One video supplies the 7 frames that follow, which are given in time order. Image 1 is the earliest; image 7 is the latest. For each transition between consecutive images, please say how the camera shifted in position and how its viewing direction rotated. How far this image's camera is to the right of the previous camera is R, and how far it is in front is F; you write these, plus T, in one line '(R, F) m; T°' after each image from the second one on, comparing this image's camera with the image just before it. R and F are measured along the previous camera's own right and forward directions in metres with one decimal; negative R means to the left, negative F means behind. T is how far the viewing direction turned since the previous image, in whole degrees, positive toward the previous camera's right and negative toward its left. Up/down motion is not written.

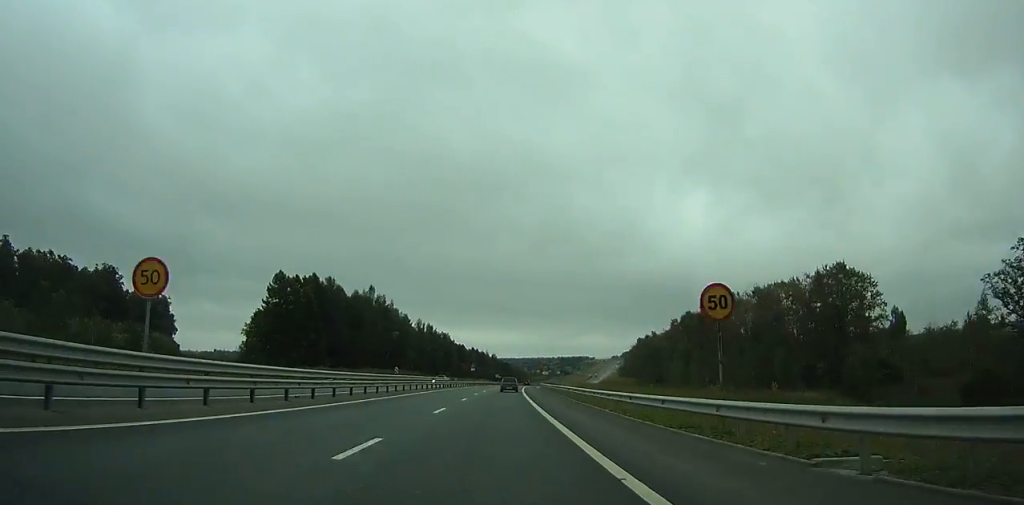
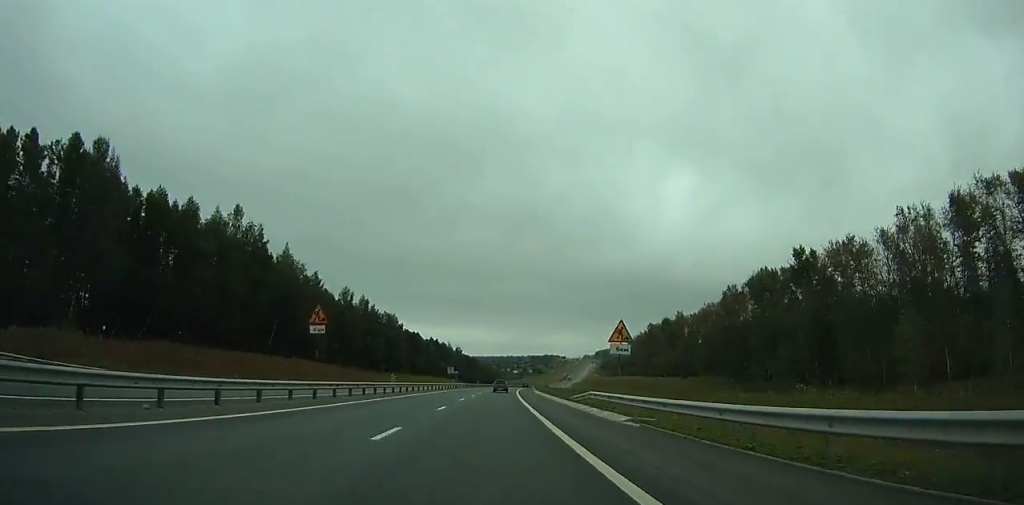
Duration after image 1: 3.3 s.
(+2.0, +82.0) m; +2°
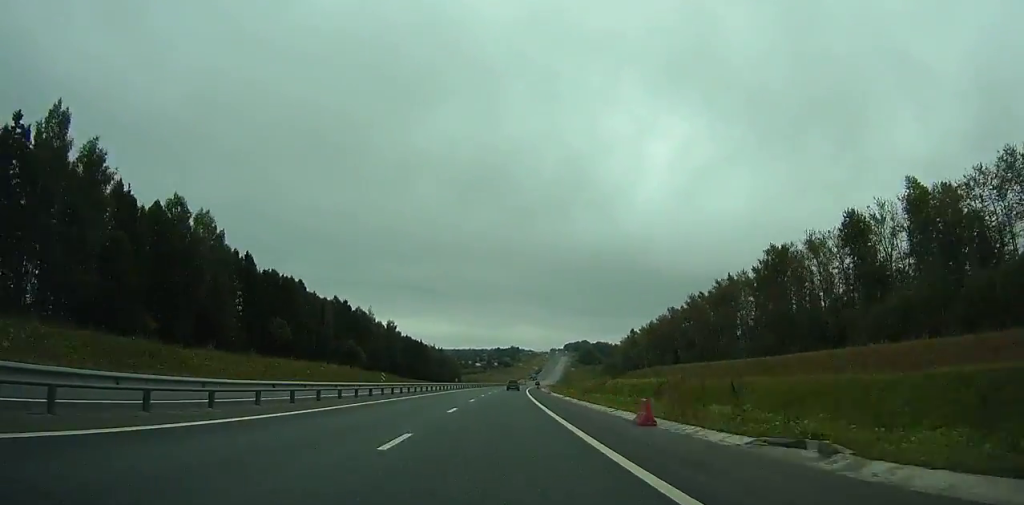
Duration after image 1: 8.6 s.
(+3.9, +133.0) m; +4°
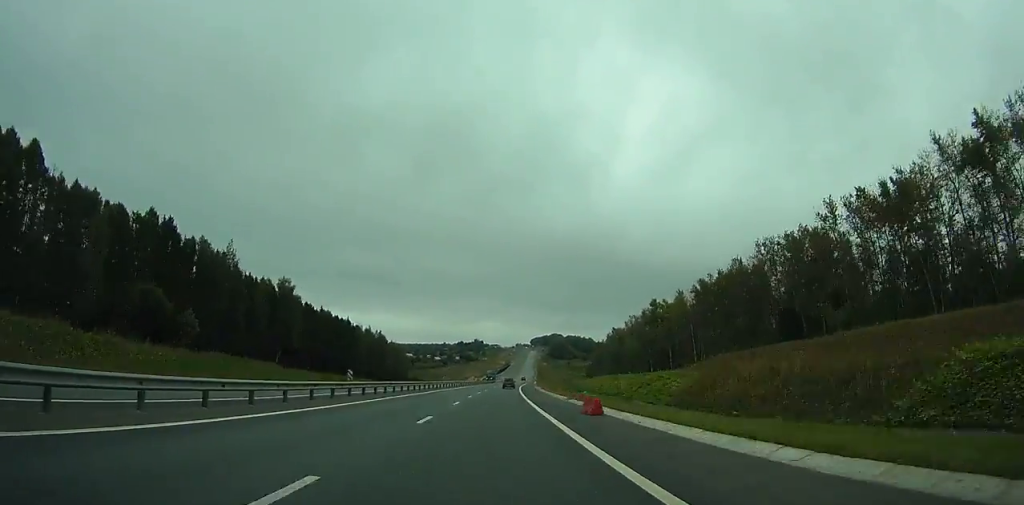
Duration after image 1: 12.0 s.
(+2.5, +87.9) m; +3°
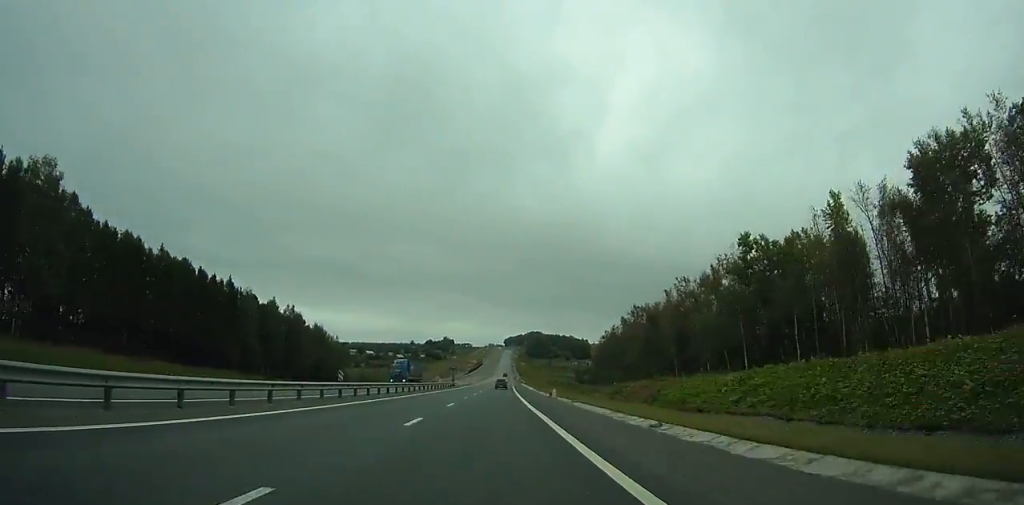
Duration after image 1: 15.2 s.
(+2.1, +84.3) m; +2°
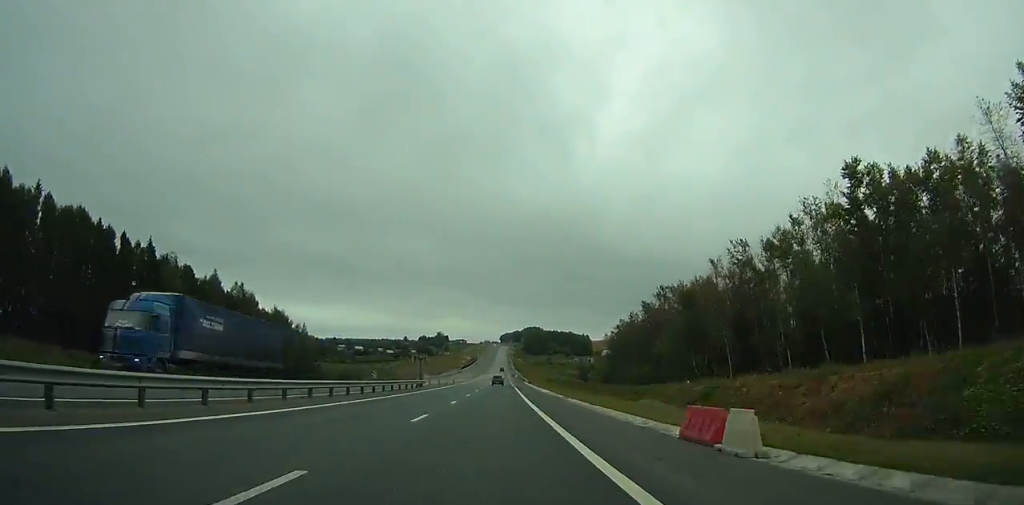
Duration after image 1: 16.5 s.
(+0.2, +34.5) m; +1°
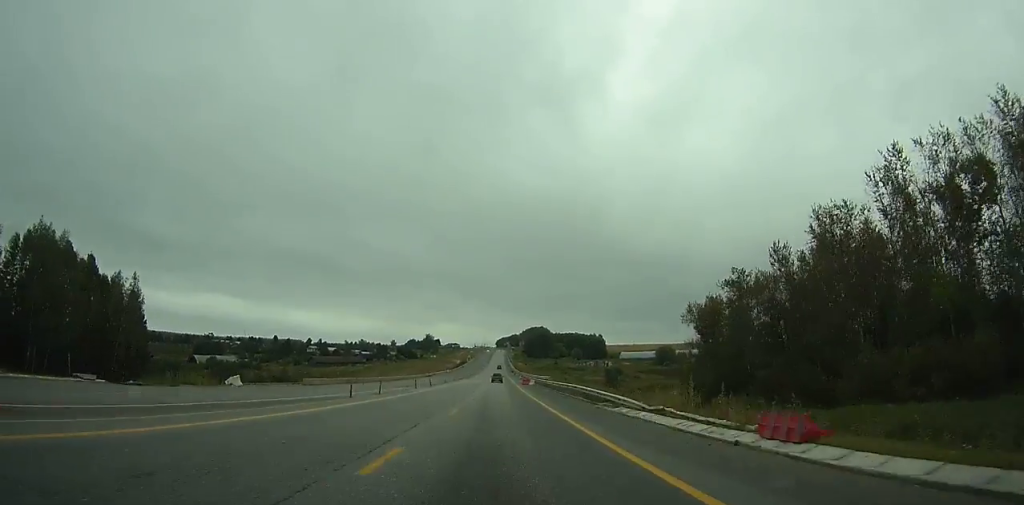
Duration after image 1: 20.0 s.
(+0.9, +93.3) m; +1°
